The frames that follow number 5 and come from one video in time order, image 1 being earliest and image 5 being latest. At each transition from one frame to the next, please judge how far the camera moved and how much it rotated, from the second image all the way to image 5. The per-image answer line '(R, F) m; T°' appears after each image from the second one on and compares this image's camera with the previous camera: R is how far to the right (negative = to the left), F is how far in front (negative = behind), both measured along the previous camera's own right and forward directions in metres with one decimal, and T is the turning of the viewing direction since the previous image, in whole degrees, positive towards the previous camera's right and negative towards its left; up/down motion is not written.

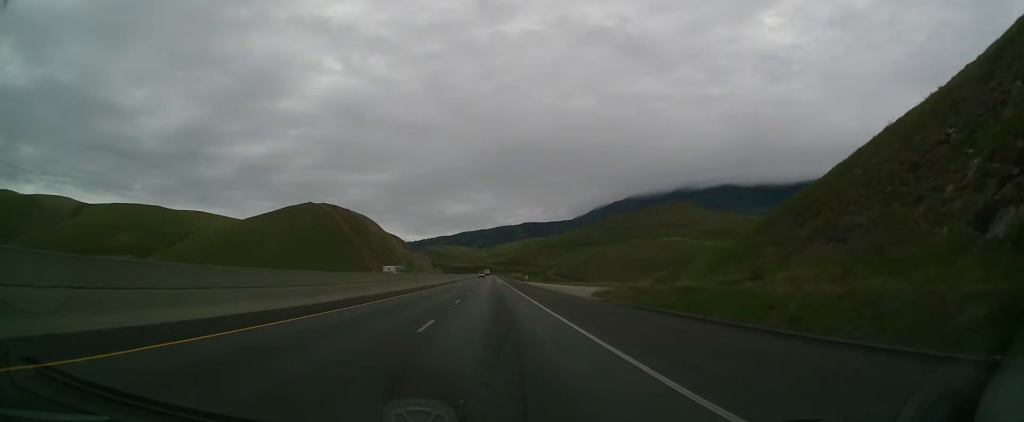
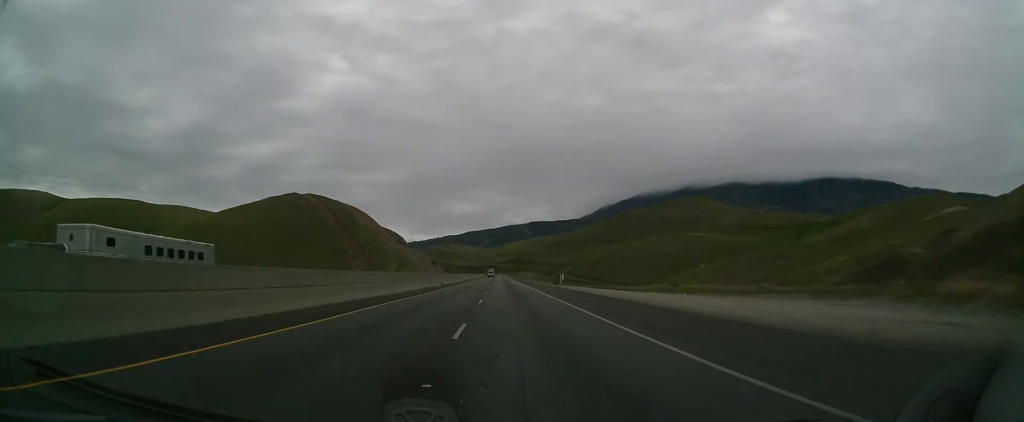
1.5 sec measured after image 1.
(+0.1, +43.8) m; -1°
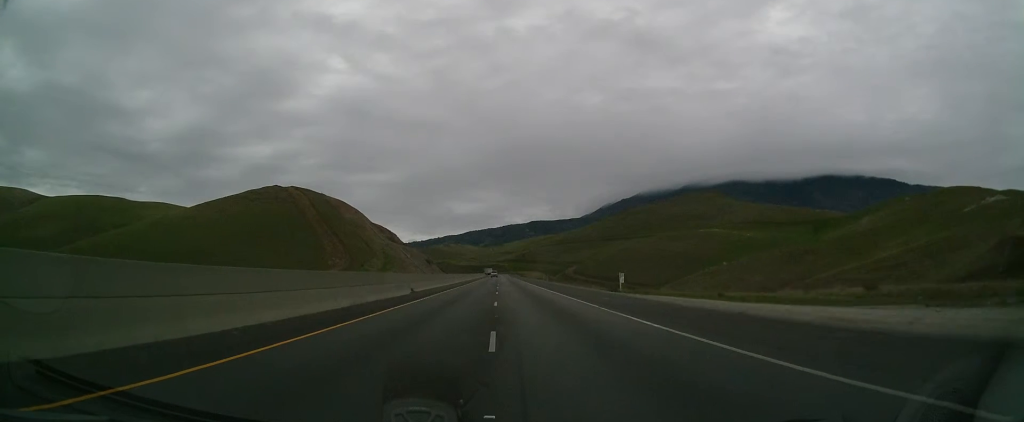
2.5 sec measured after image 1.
(-0.3, +30.4) m; -1°
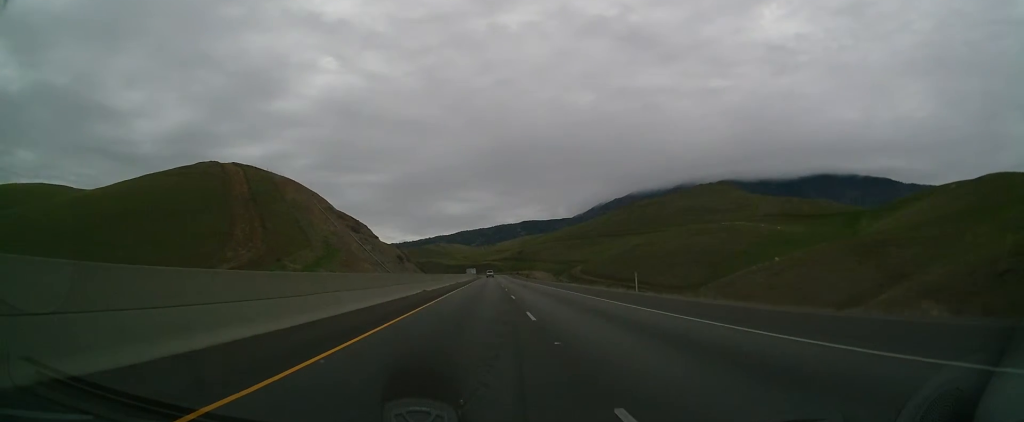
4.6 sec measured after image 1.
(+0.1, +65.8) m; +1°
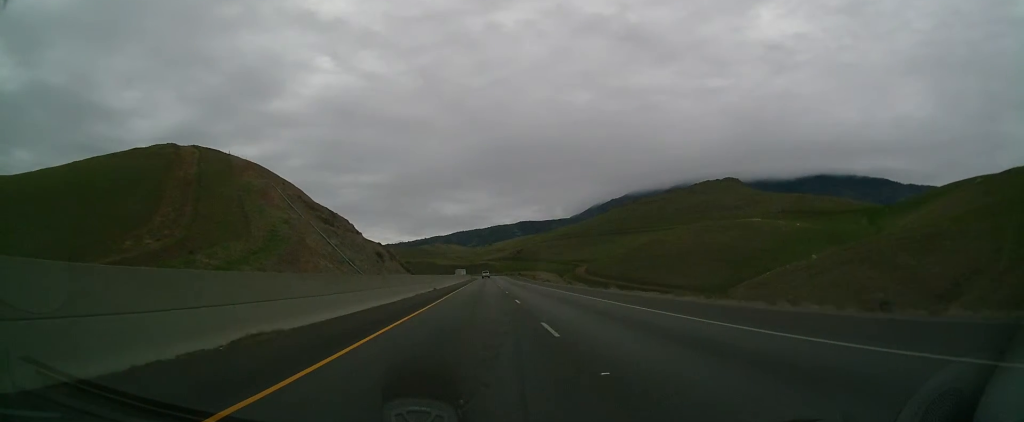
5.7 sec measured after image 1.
(+0.1, +33.3) m; 0°
